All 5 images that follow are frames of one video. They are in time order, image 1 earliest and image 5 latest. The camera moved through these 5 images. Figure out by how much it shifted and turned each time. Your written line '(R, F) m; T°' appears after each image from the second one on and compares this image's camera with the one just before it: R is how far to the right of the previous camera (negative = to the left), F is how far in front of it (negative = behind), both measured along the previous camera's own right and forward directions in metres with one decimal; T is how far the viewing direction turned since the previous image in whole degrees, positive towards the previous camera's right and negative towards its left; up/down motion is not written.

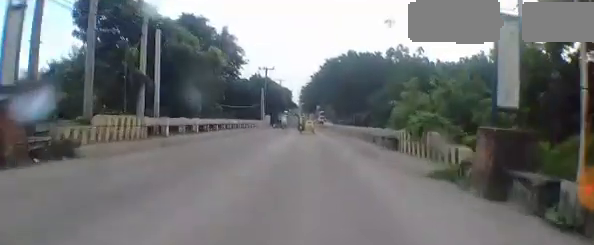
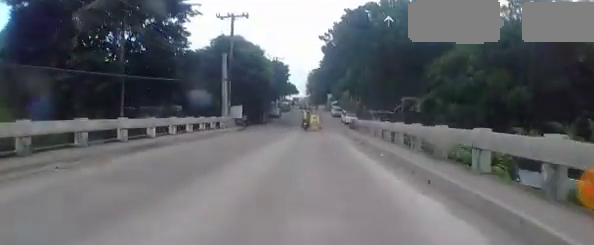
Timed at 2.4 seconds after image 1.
(-1.1, +28.9) m; 0°
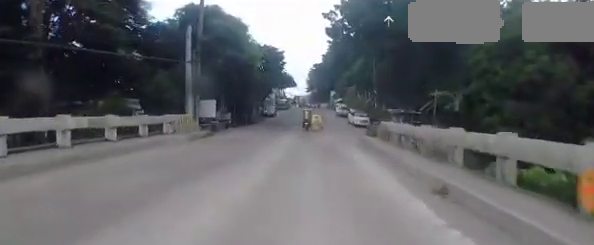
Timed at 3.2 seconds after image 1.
(-0.1, +9.0) m; +1°
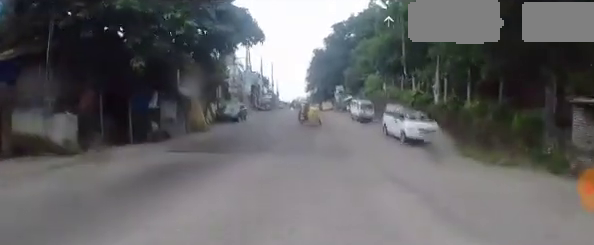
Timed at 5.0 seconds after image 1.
(+1.0, +21.7) m; -1°
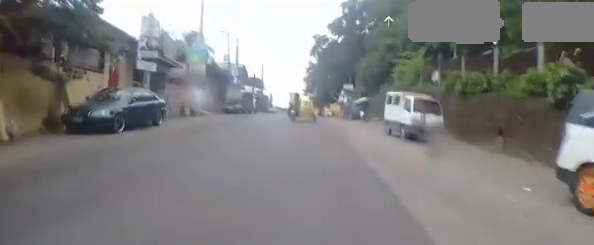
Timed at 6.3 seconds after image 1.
(-1.1, +15.2) m; -2°
